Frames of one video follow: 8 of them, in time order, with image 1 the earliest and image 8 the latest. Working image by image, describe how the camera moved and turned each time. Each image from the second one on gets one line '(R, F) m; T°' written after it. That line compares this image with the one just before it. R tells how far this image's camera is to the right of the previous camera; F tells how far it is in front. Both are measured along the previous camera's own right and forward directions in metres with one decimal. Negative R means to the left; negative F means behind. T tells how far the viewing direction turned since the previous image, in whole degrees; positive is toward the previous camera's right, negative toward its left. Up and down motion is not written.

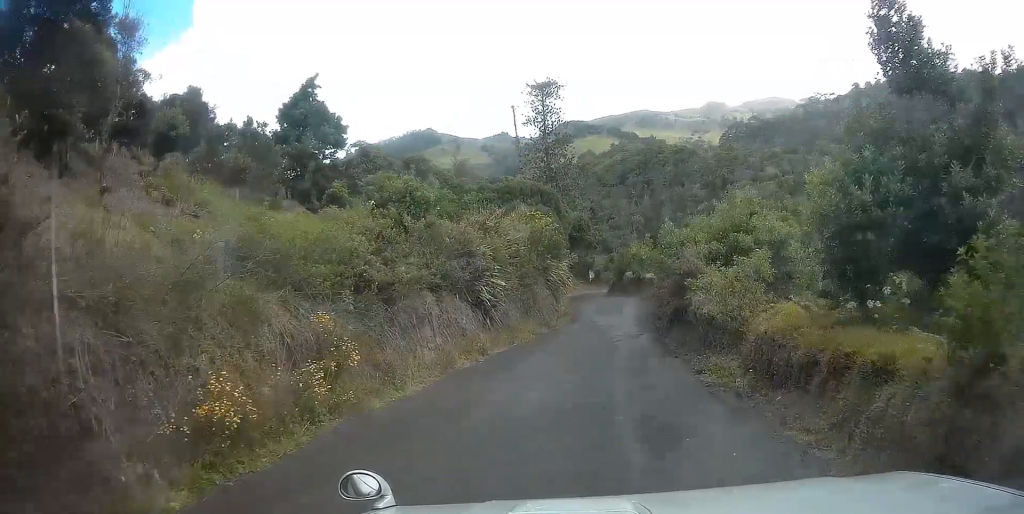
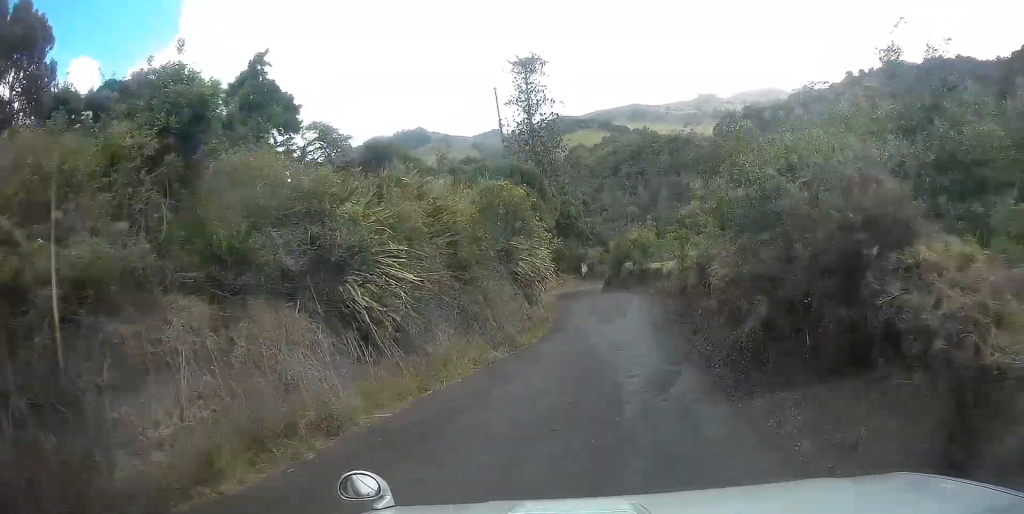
(-0.1, +10.2) m; -3°
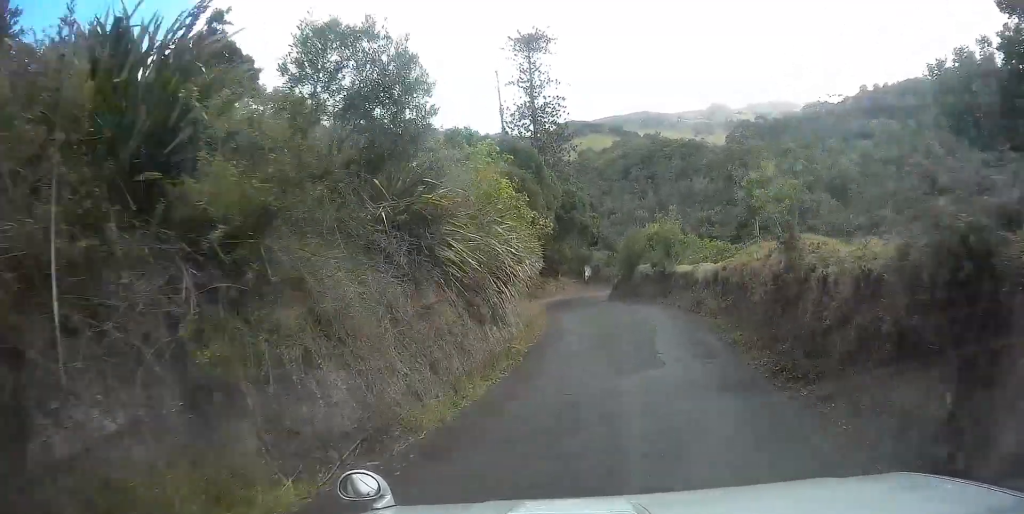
(-0.3, +10.3) m; -2°
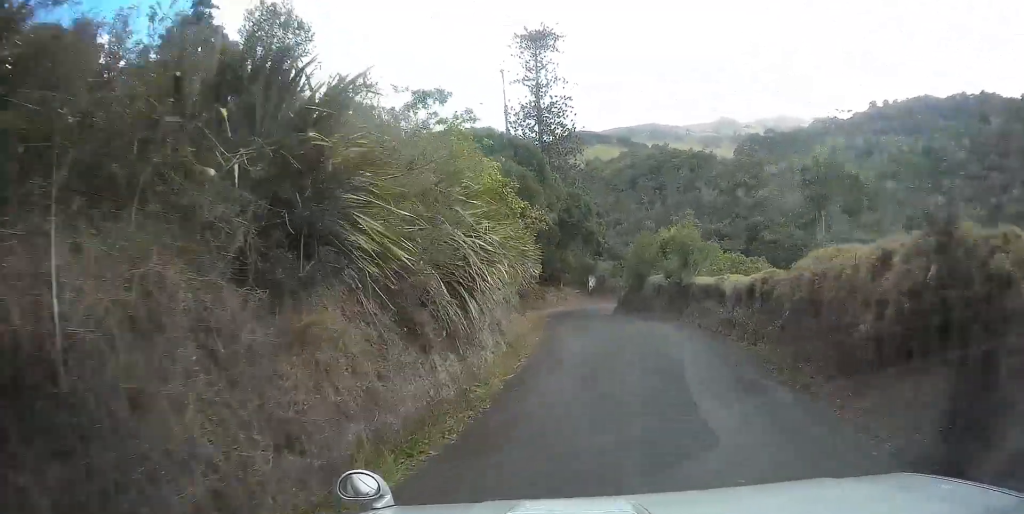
(0.0, +4.3) m; -1°
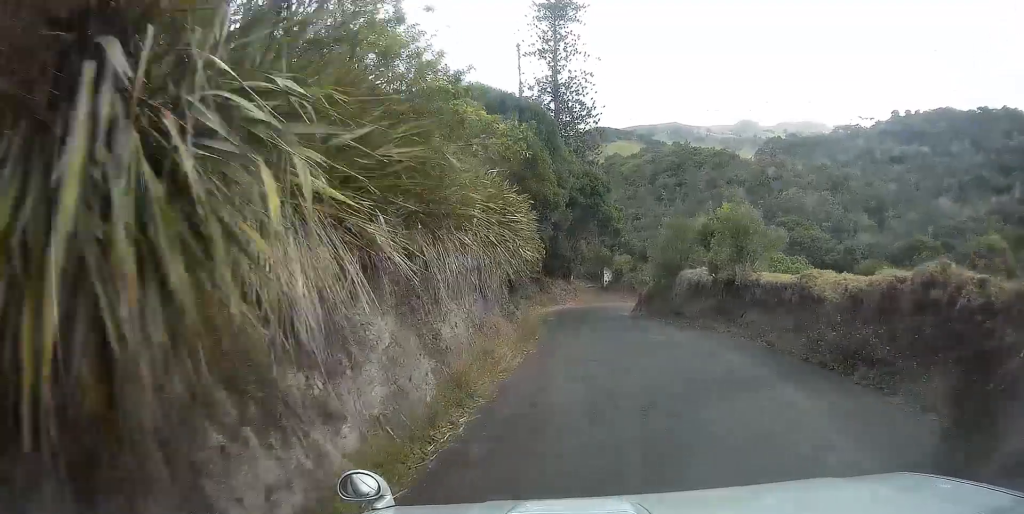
(0.0, +7.3) m; -1°
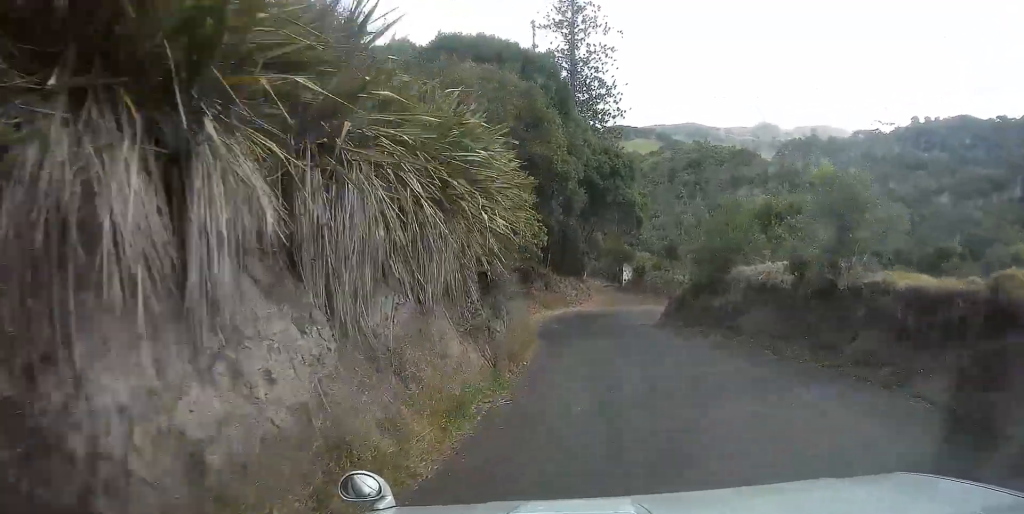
(-0.1, +7.0) m; -2°
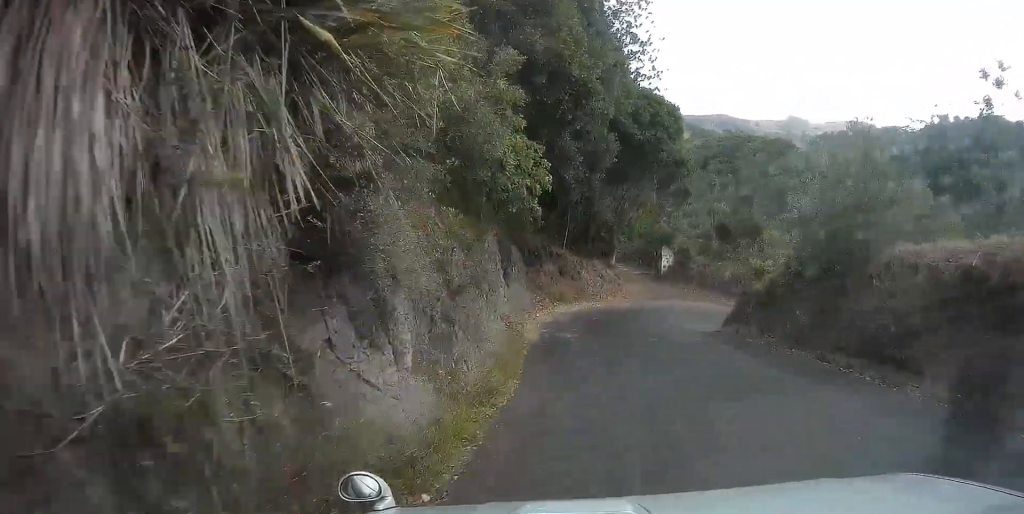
(-0.1, +8.9) m; -2°
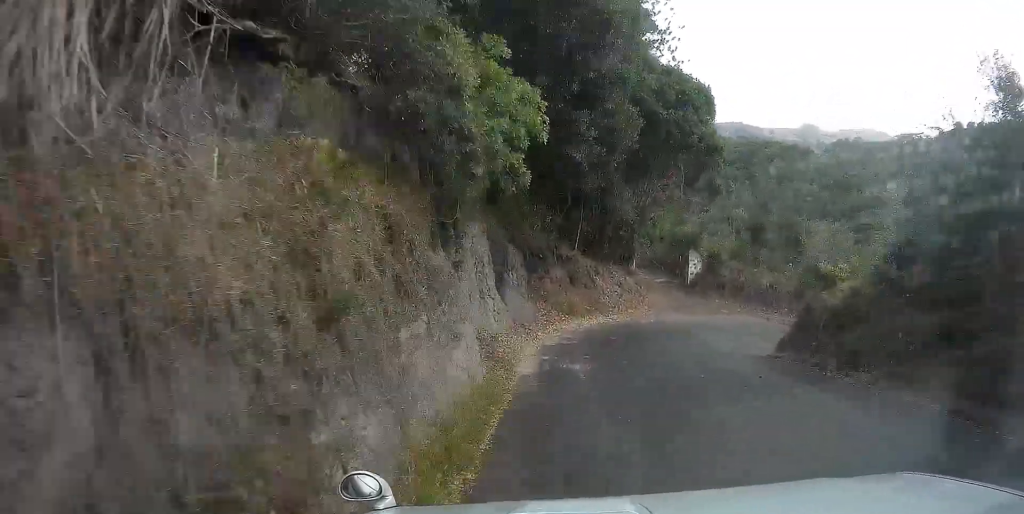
(-0.1, +3.9) m; 0°
